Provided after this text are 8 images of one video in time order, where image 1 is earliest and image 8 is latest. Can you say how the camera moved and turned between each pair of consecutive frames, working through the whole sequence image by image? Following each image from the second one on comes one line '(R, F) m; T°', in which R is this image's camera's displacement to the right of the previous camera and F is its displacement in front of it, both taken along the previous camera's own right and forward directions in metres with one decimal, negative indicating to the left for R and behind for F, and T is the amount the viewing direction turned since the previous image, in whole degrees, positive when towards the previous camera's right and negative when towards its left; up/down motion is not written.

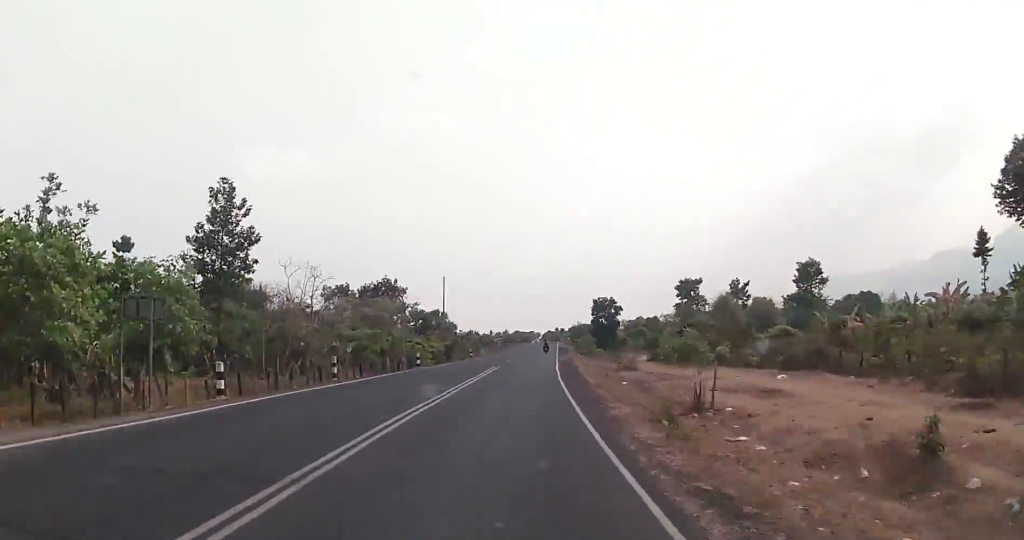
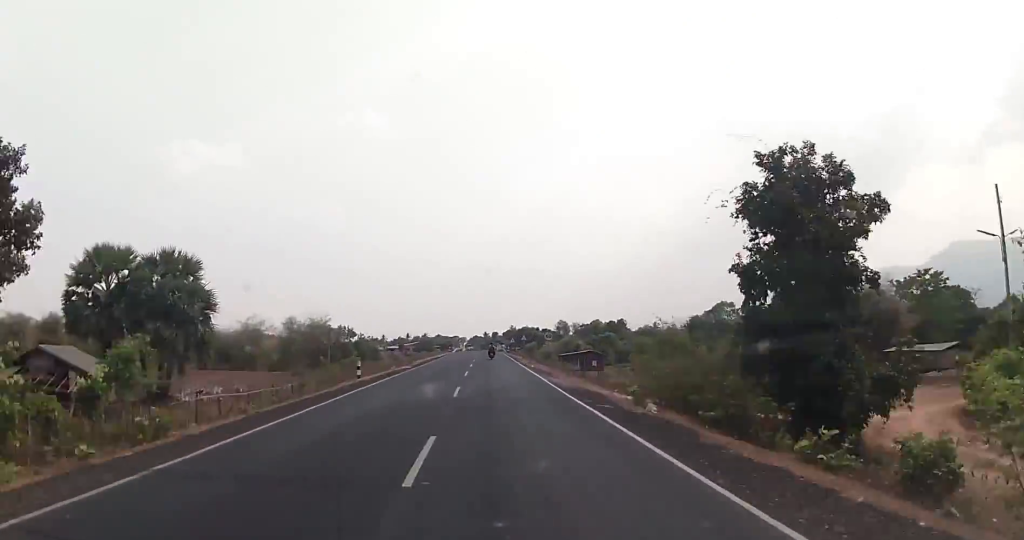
(+8.7, +84.2) m; +7°
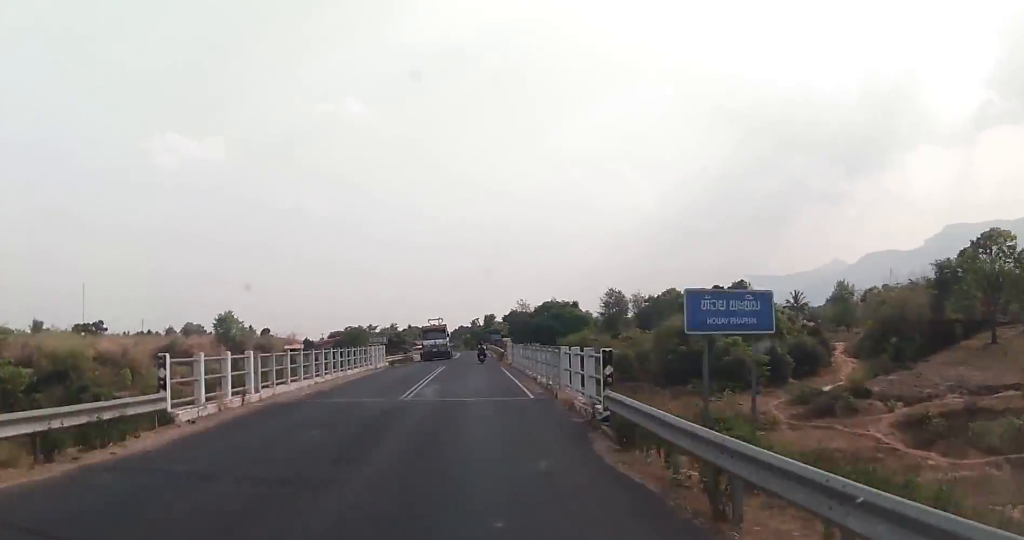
(+3.0, +129.8) m; +1°
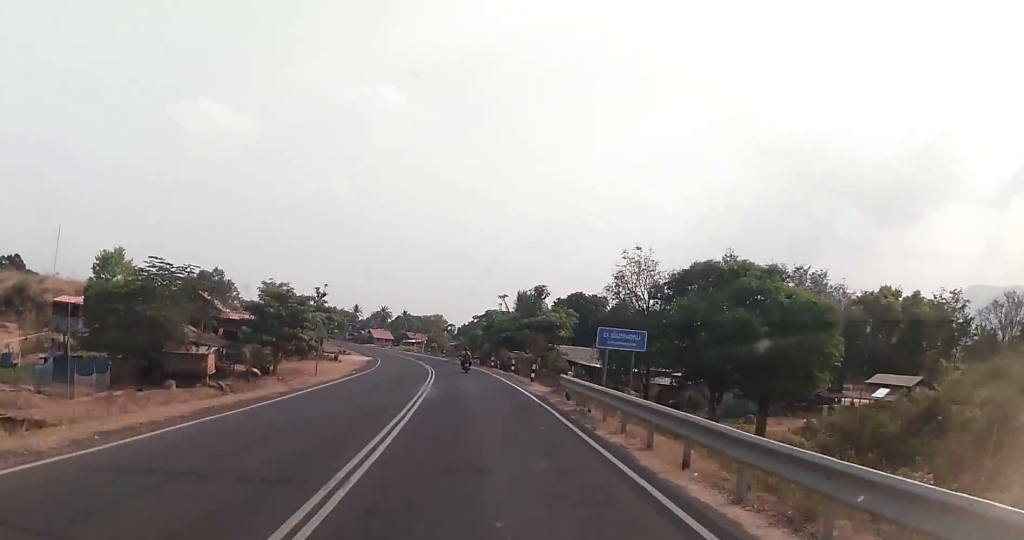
(-1.5, +87.2) m; -5°
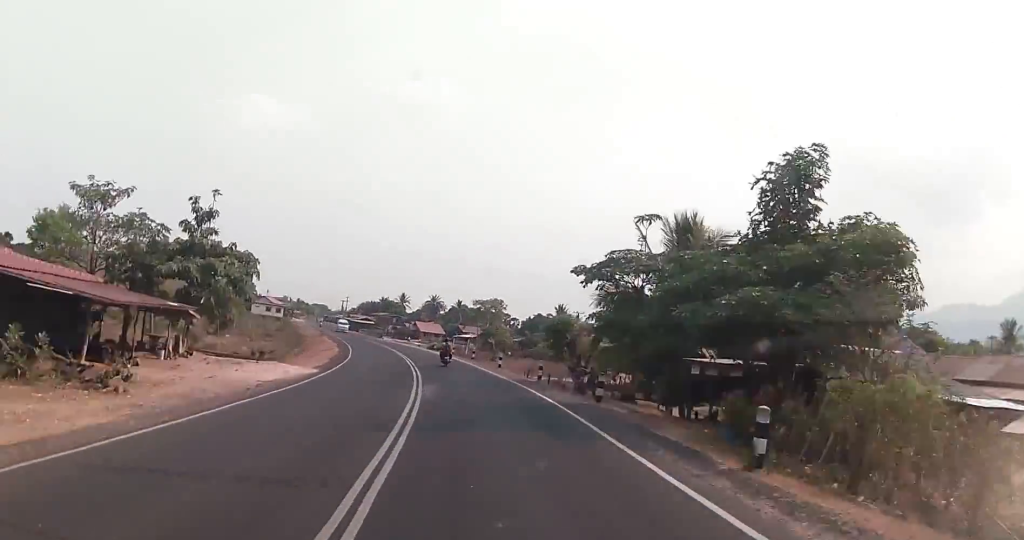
(-0.1, +43.2) m; -5°
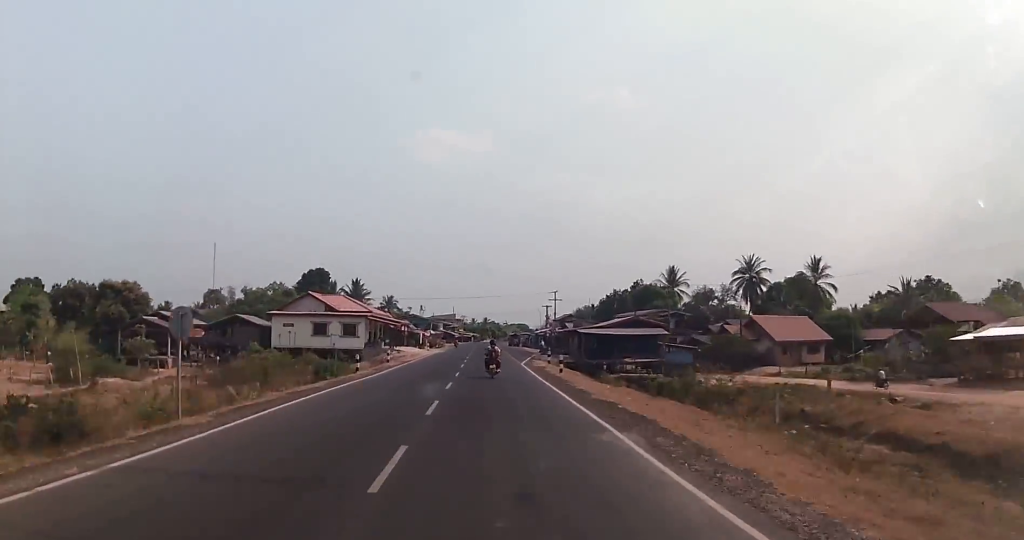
(-19.9, +131.1) m; -12°
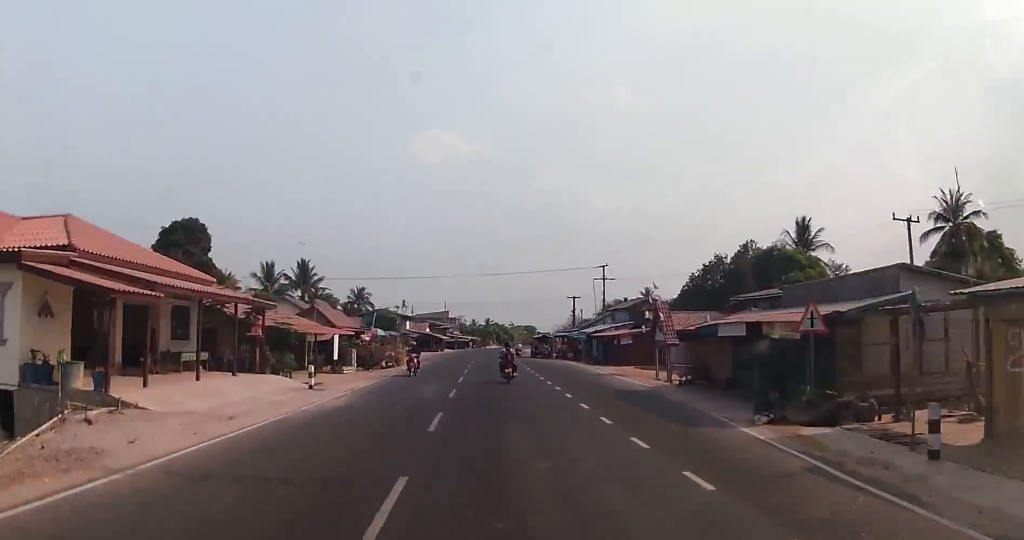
(-0.8, +51.8) m; 0°
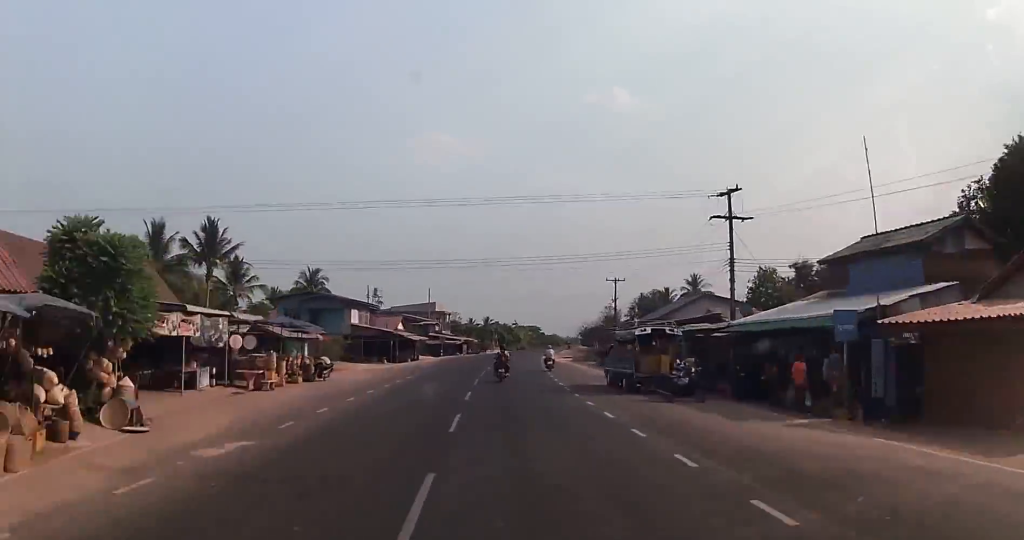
(-0.3, +46.4) m; +1°
